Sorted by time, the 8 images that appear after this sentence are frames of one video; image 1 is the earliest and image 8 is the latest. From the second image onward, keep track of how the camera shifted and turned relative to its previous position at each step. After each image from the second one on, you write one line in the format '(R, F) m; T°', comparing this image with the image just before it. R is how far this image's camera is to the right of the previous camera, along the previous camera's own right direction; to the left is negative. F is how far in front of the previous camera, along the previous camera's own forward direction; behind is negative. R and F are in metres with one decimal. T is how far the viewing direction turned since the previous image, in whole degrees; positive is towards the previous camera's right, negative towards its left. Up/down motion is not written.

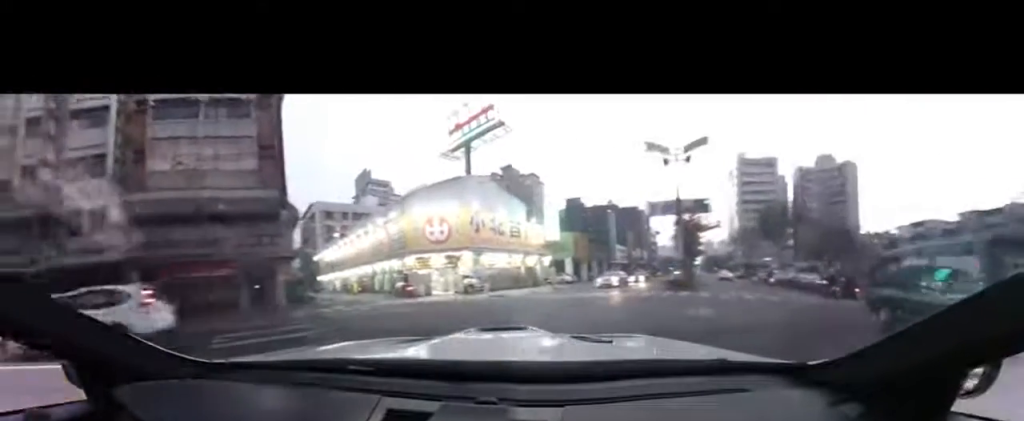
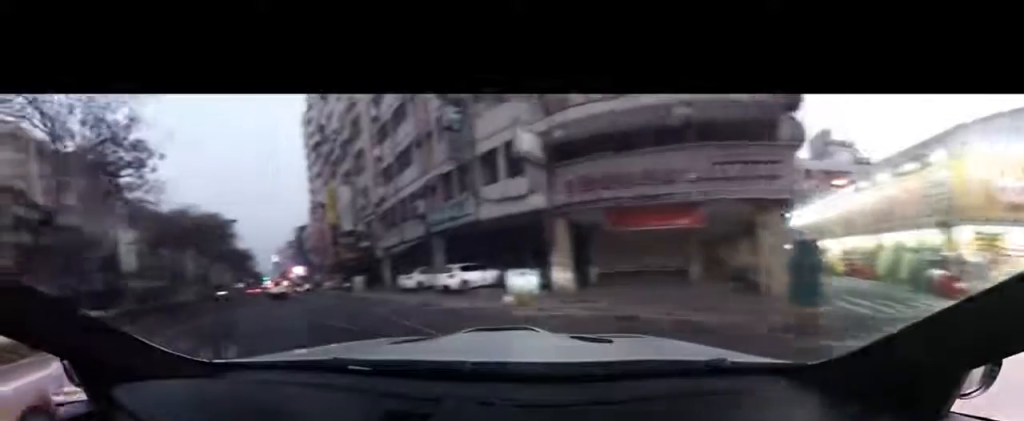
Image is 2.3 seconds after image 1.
(-3.0, +3.1) m; -99°
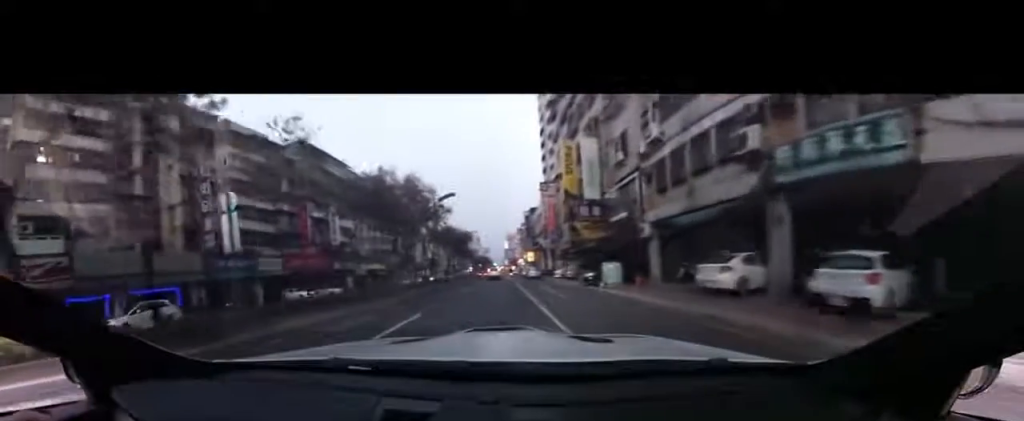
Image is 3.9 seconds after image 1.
(-2.9, +4.0) m; -66°
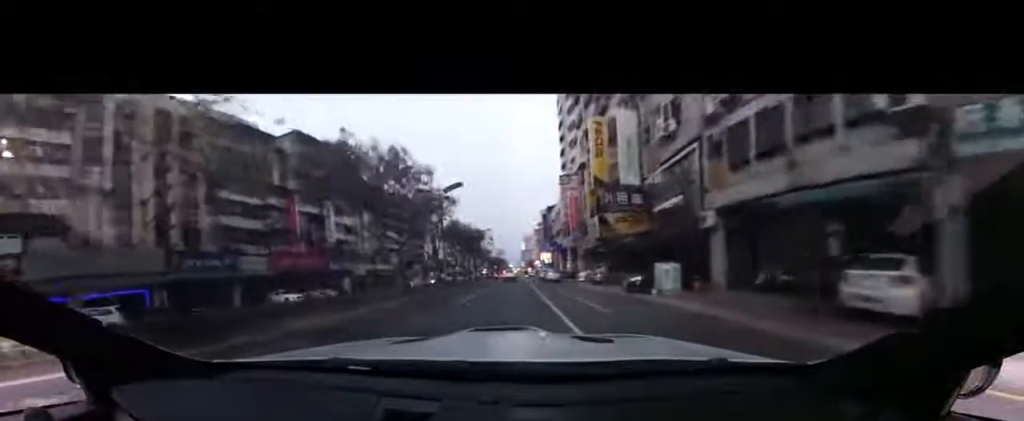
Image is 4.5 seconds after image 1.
(-0.6, +2.8) m; -16°
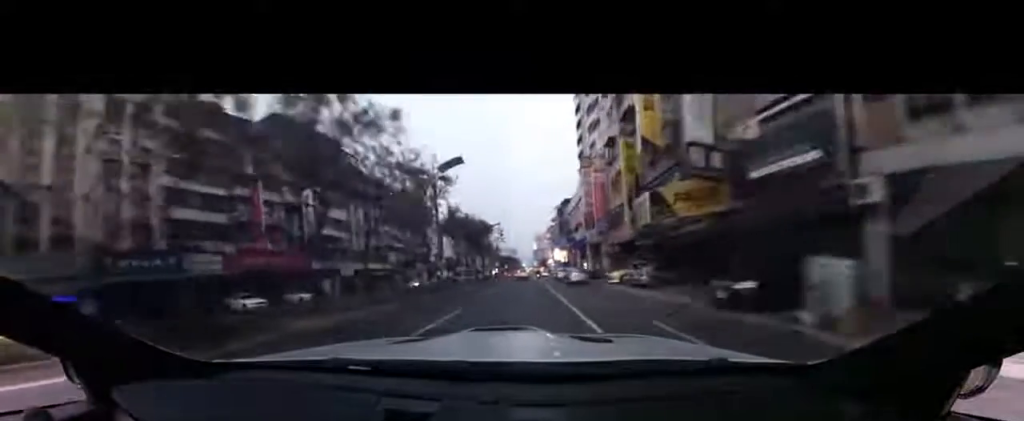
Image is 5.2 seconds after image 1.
(-0.1, +4.1) m; -7°
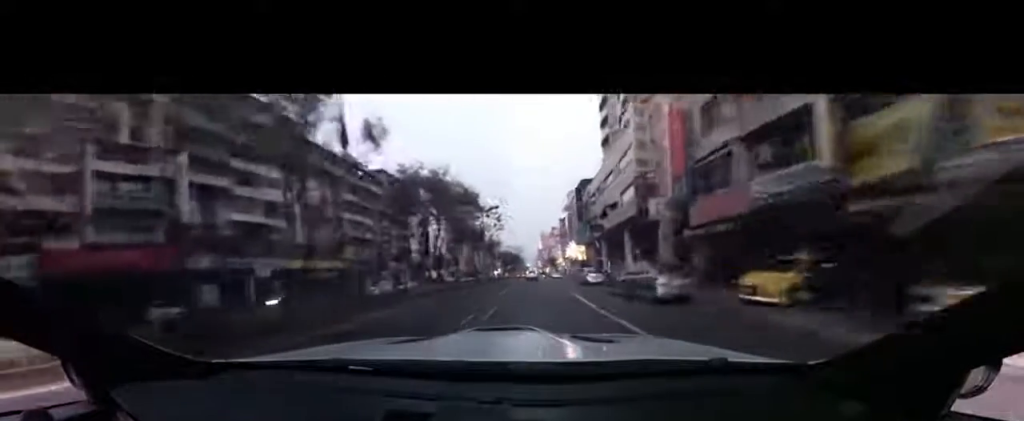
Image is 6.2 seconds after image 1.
(-0.9, +9.6) m; -7°
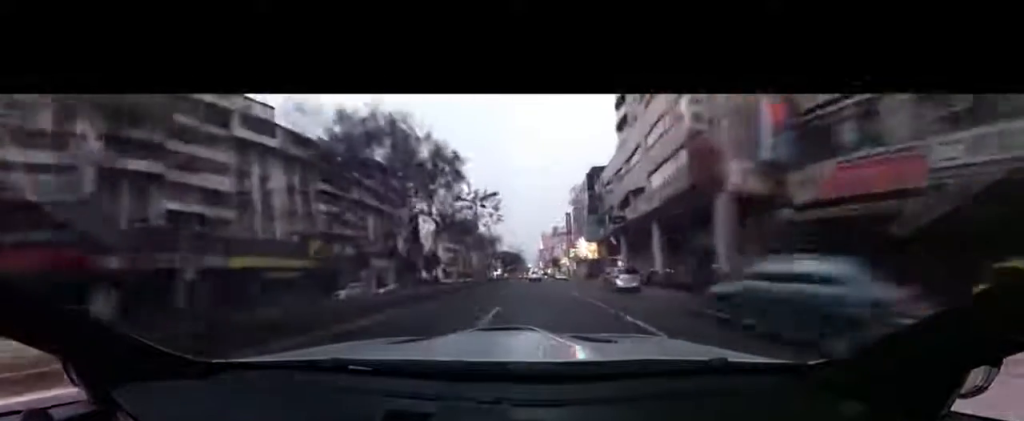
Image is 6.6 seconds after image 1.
(-0.1, +4.7) m; -1°
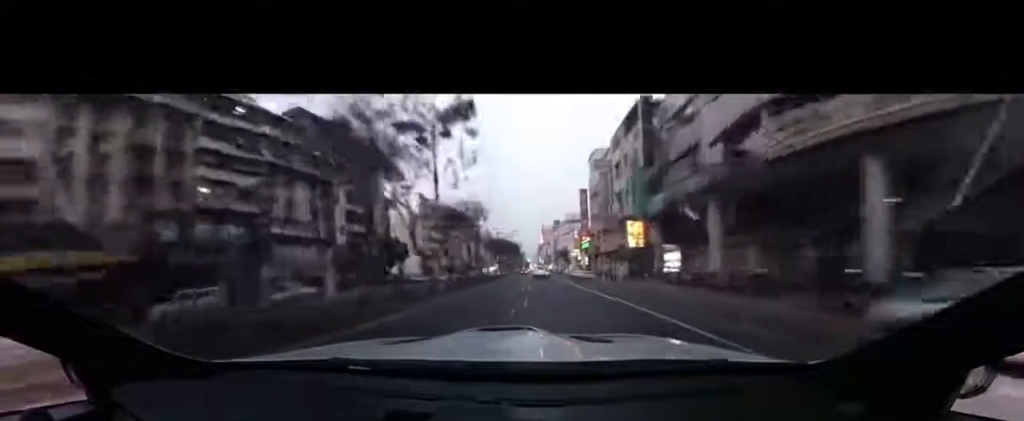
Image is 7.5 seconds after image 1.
(-0.1, +10.8) m; 0°
